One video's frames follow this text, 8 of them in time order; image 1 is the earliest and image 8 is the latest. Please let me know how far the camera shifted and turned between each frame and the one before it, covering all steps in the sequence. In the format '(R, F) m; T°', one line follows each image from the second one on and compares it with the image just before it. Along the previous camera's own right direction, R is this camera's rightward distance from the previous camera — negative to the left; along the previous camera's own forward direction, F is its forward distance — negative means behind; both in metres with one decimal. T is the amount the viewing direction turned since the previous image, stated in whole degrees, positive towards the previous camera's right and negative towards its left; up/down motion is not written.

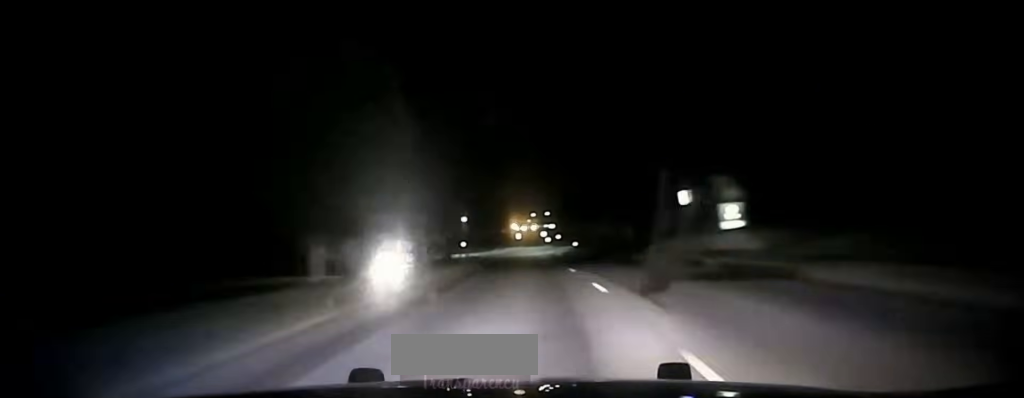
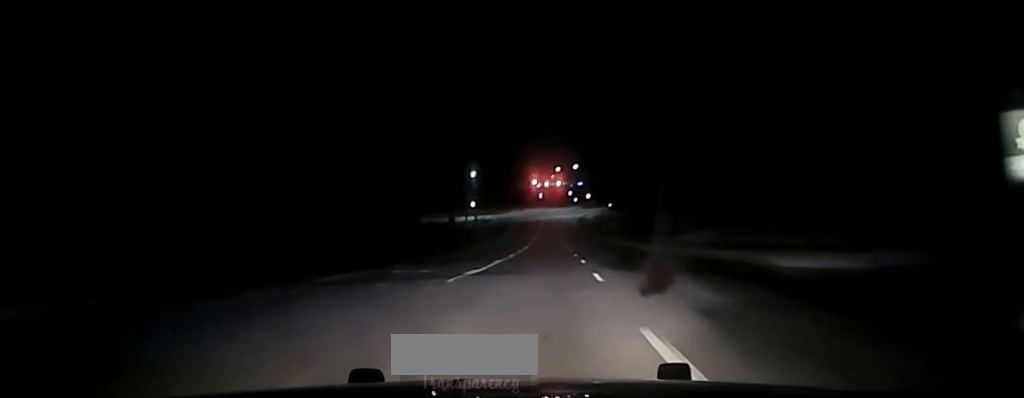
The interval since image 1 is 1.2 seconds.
(-0.8, +56.0) m; -2°
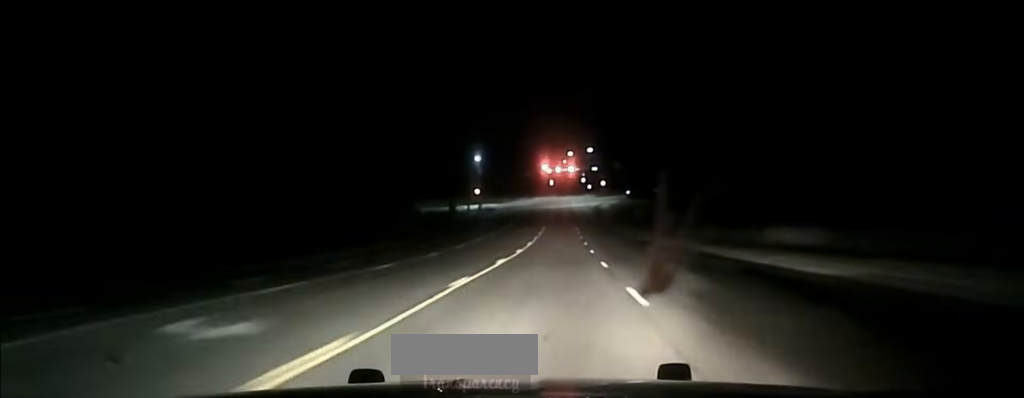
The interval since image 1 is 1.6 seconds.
(-0.3, +17.6) m; -1°
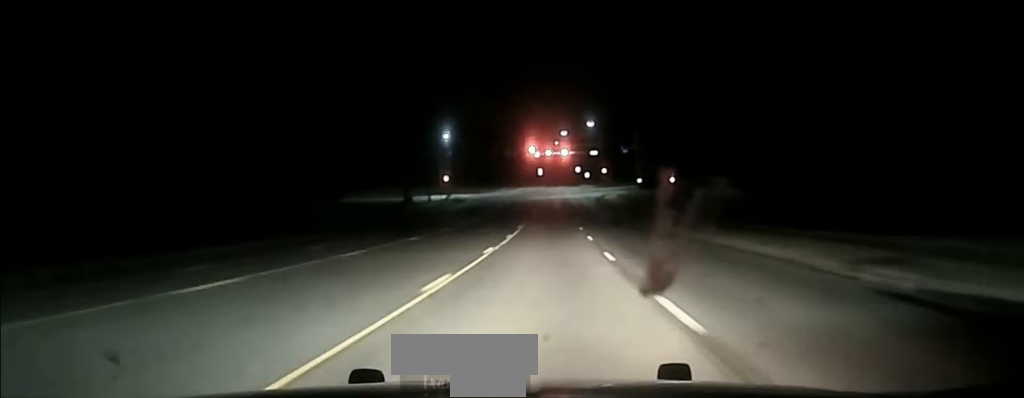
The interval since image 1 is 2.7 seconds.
(-0.6, +41.5) m; -1°
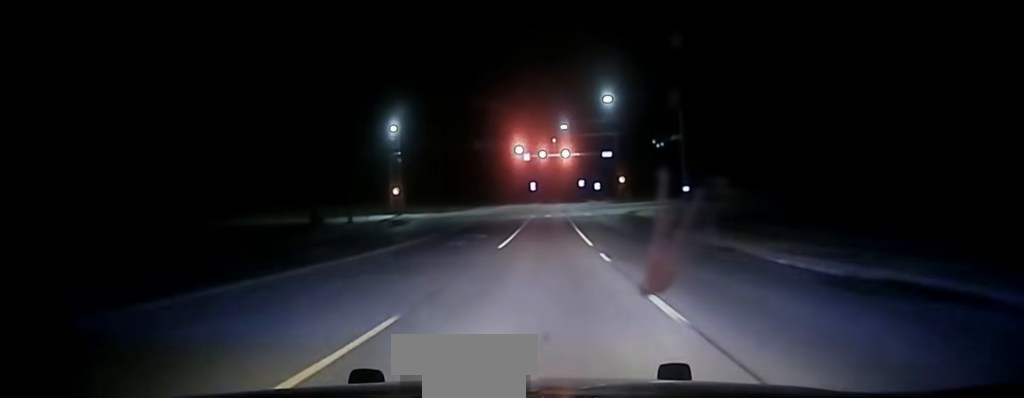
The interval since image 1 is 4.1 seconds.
(+0.1, +45.3) m; +1°
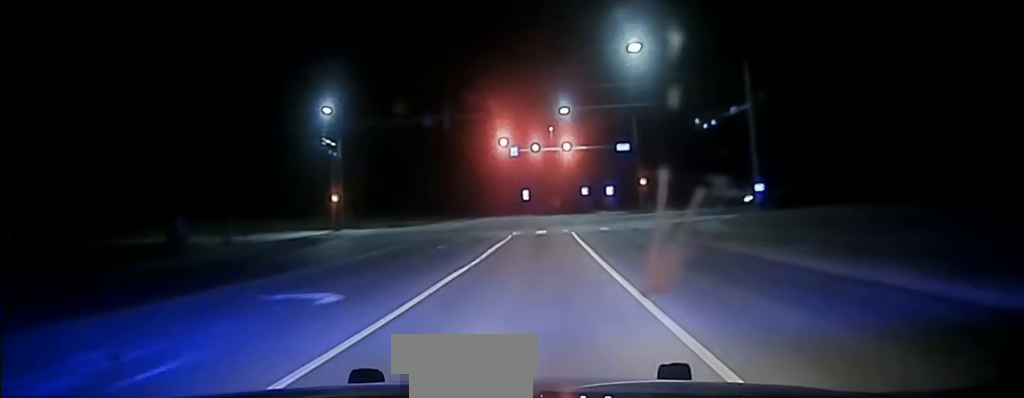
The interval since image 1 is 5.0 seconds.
(0.0, +31.4) m; 0°
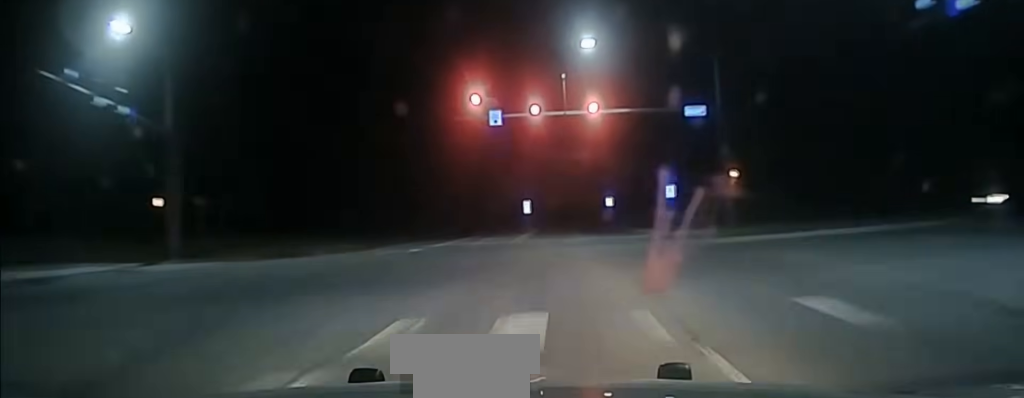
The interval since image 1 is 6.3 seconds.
(-0.2, +44.8) m; -1°
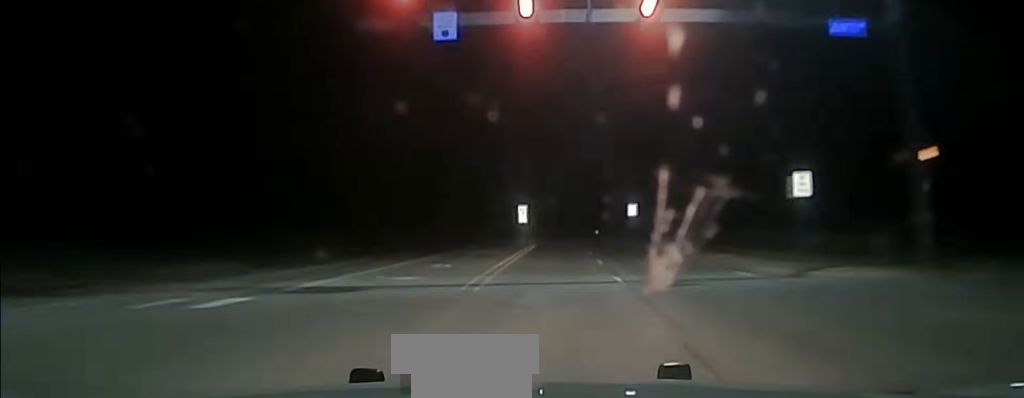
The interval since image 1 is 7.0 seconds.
(-0.1, +27.5) m; 0°
